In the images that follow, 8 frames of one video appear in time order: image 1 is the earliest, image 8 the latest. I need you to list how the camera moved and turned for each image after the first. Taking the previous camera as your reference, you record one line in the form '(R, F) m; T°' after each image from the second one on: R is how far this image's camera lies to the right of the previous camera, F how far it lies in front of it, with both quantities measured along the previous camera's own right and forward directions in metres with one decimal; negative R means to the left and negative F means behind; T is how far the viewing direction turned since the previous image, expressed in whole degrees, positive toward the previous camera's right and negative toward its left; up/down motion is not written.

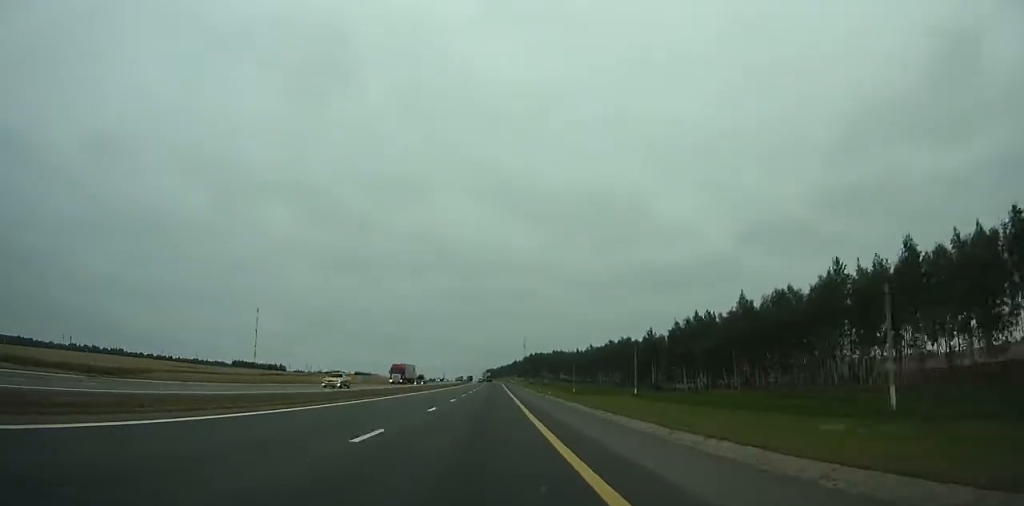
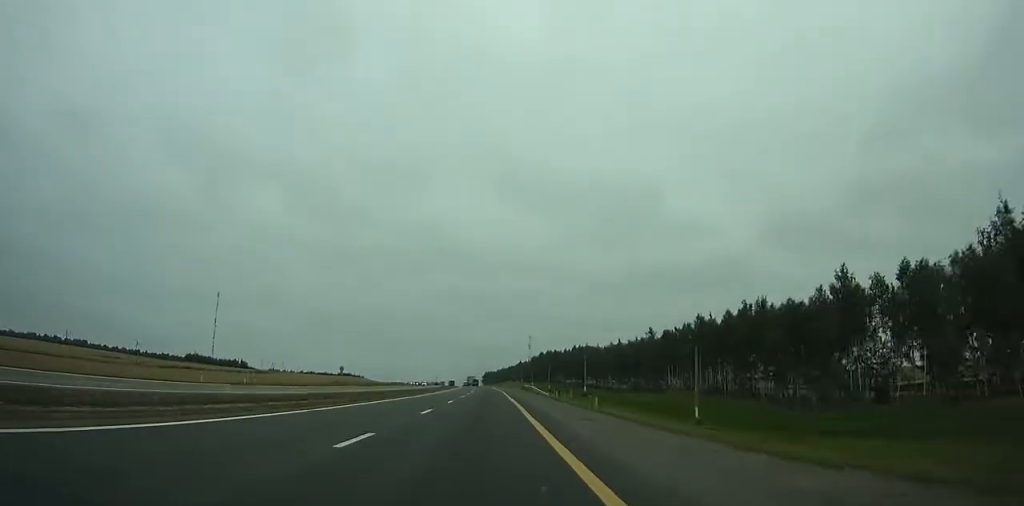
(0.0, +96.2) m; 0°
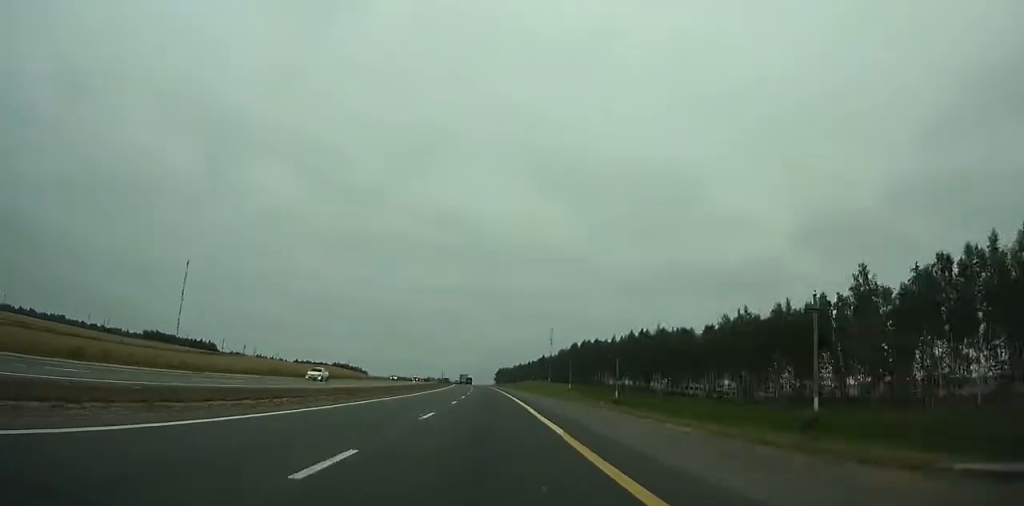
(-0.5, +88.0) m; -1°
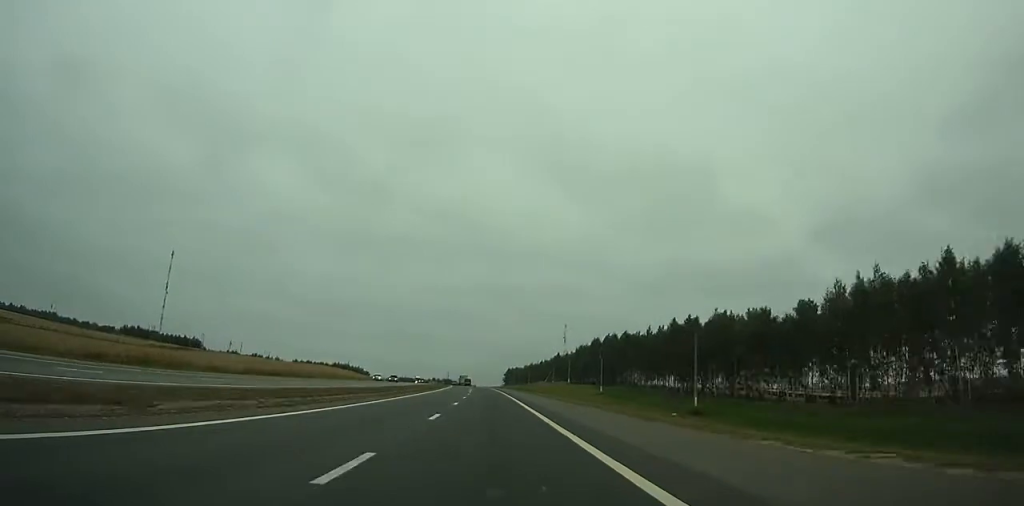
(+0.1, +36.0) m; -1°
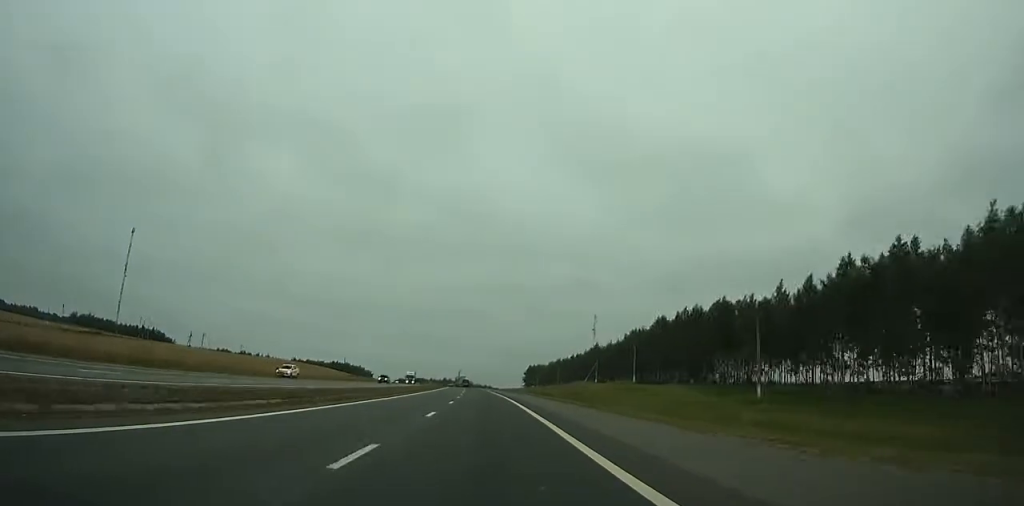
(-1.0, +68.7) m; -1°
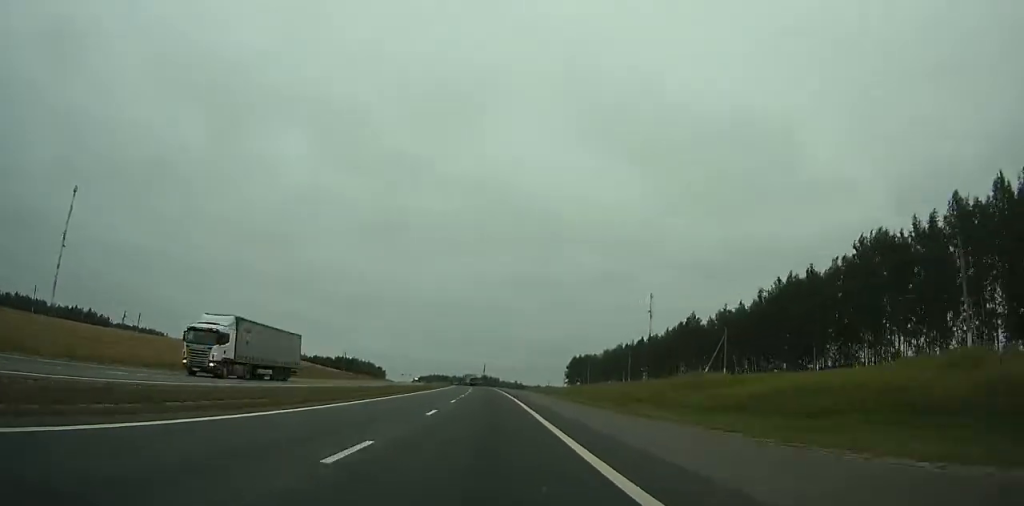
(-1.2, +81.8) m; -2°
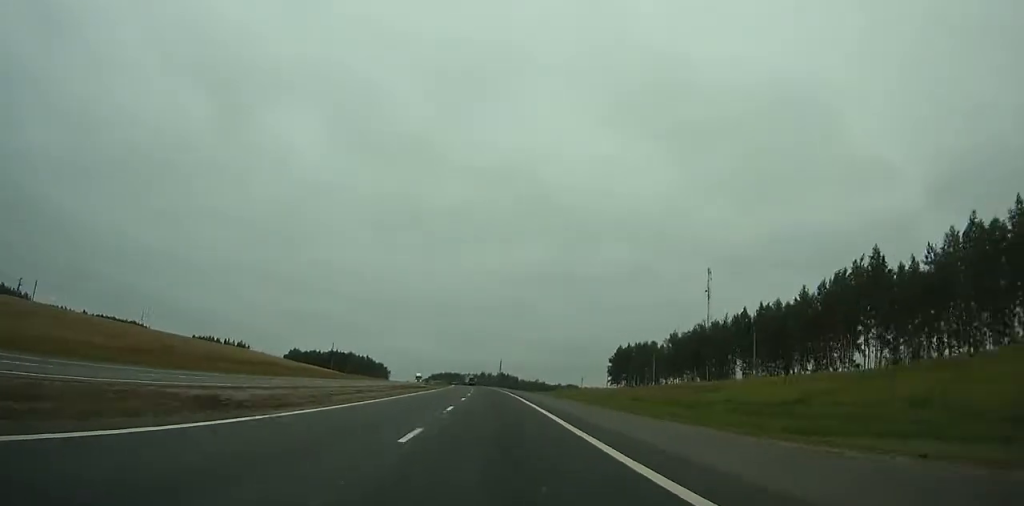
(-1.7, +71.5) m; -2°
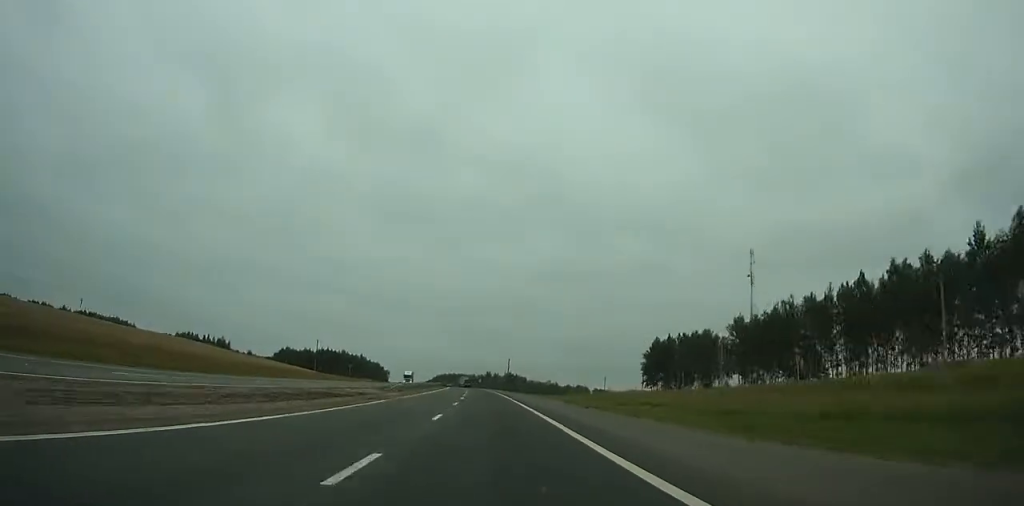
(-0.4, +41.4) m; -1°
